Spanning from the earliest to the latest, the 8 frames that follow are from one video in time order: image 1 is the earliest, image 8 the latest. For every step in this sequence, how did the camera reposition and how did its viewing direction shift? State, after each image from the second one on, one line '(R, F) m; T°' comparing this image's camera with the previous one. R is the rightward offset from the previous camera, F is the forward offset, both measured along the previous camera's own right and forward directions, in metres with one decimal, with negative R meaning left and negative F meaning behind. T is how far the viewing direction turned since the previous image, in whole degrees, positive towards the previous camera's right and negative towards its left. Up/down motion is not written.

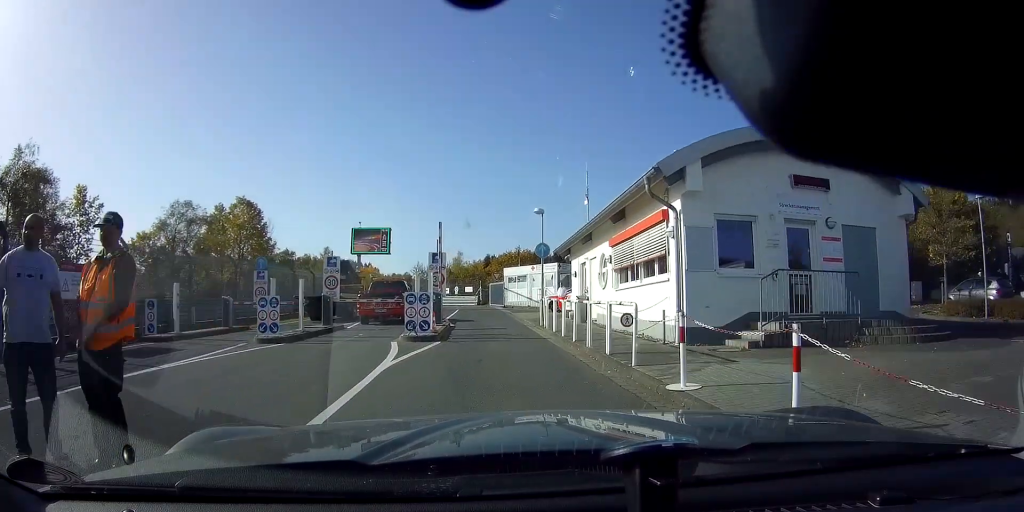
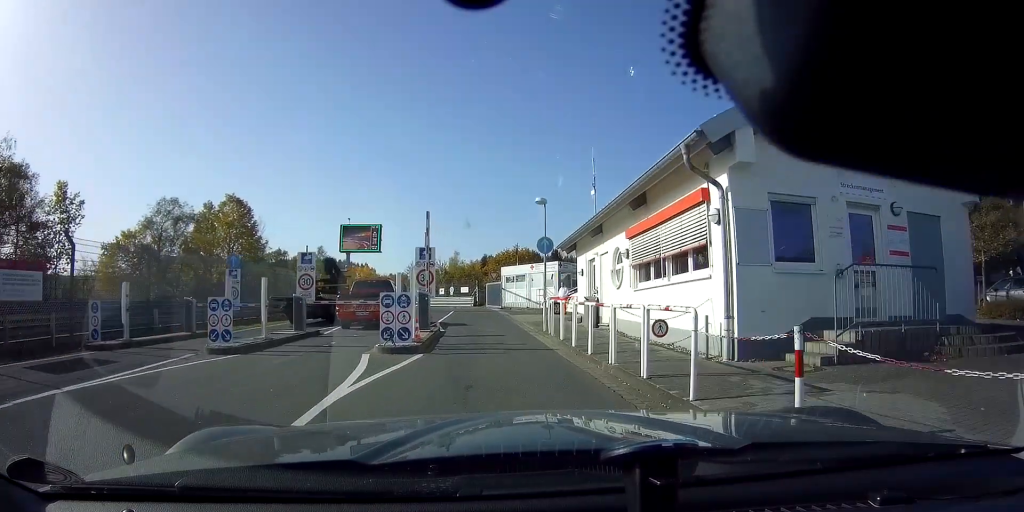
(0.0, +2.6) m; 0°
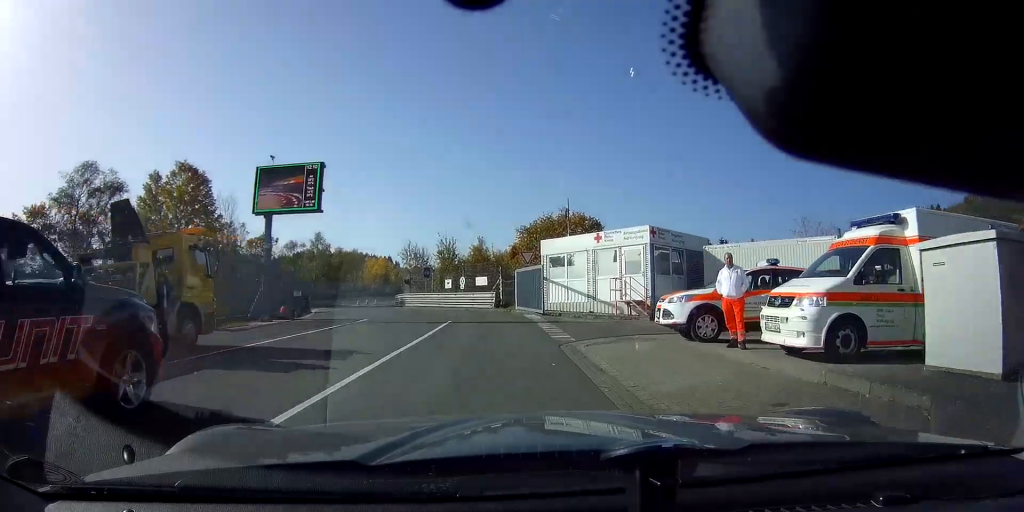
(-0.7, +18.0) m; -7°
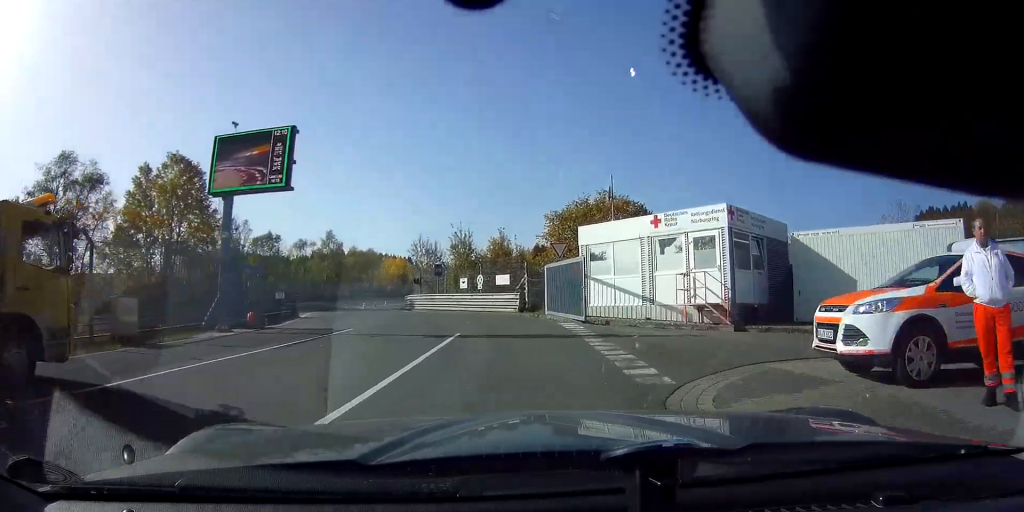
(+0.1, +5.9) m; -4°
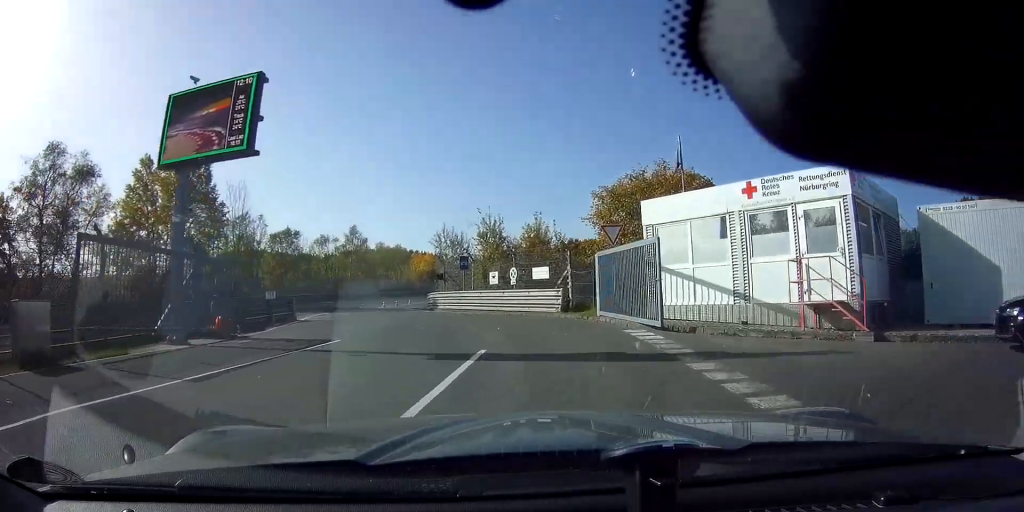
(-0.3, +4.9) m; -4°
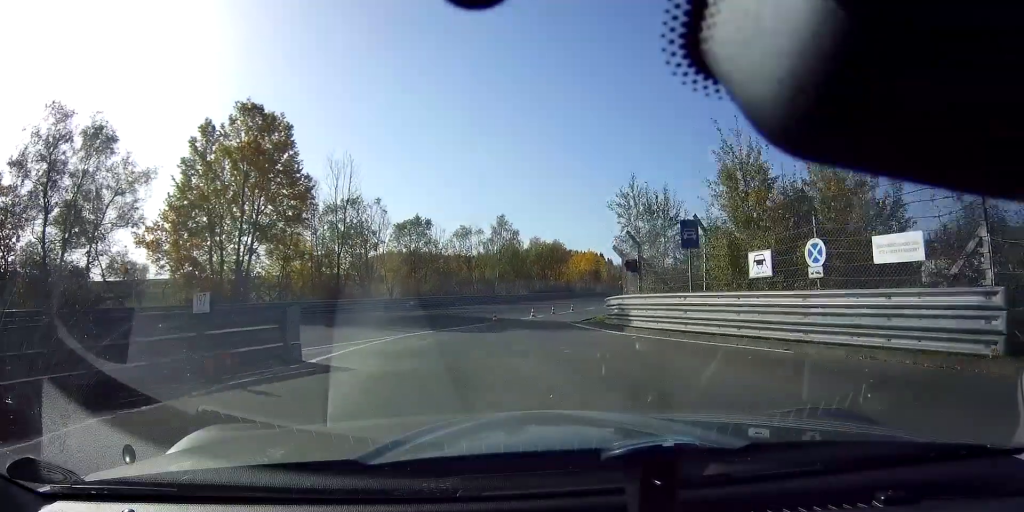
(-1.6, +14.8) m; -6°
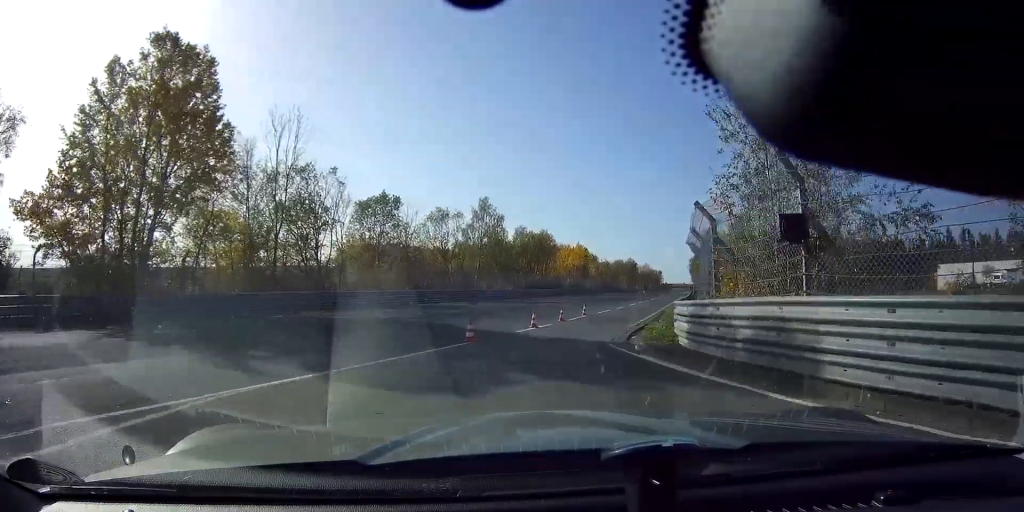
(0.0, +10.8) m; +3°
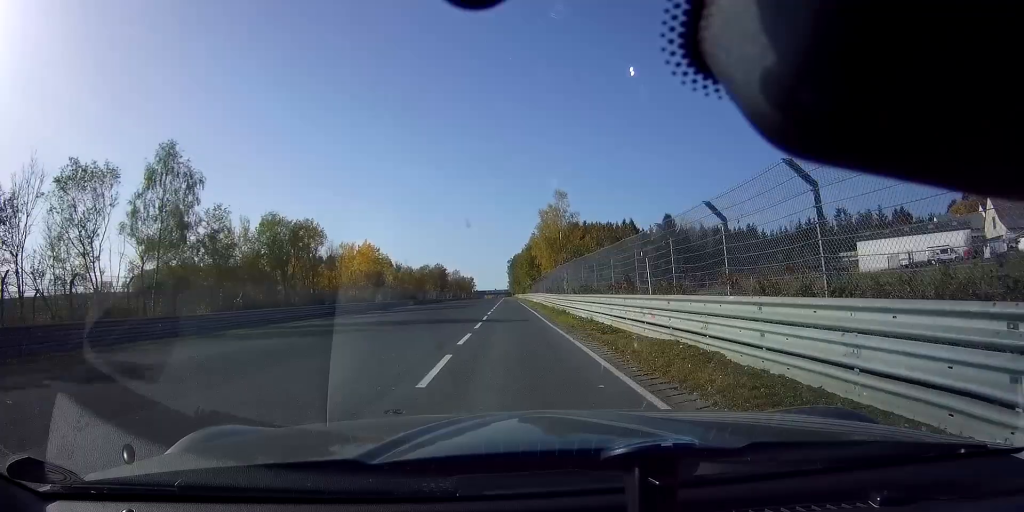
(+4.9, +32.6) m; +13°
